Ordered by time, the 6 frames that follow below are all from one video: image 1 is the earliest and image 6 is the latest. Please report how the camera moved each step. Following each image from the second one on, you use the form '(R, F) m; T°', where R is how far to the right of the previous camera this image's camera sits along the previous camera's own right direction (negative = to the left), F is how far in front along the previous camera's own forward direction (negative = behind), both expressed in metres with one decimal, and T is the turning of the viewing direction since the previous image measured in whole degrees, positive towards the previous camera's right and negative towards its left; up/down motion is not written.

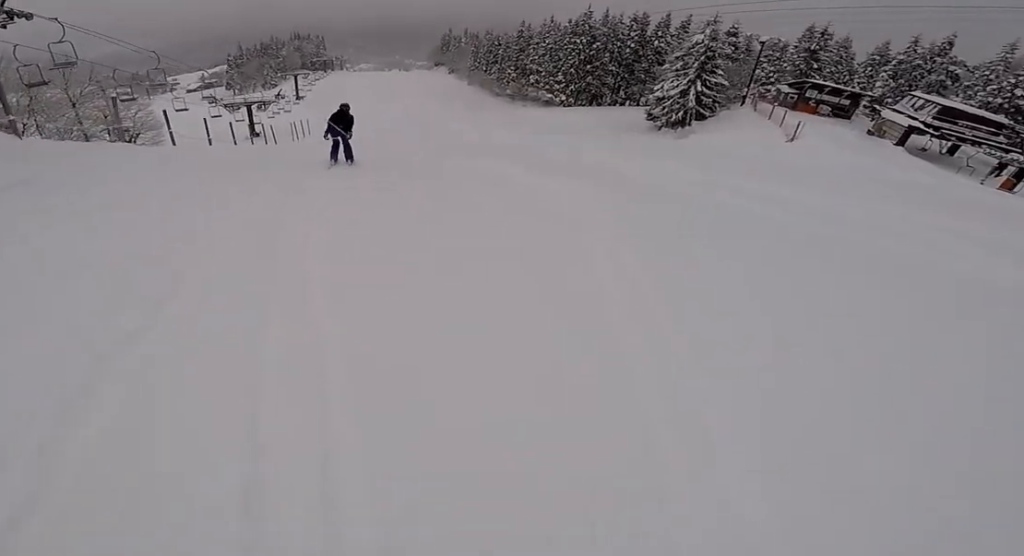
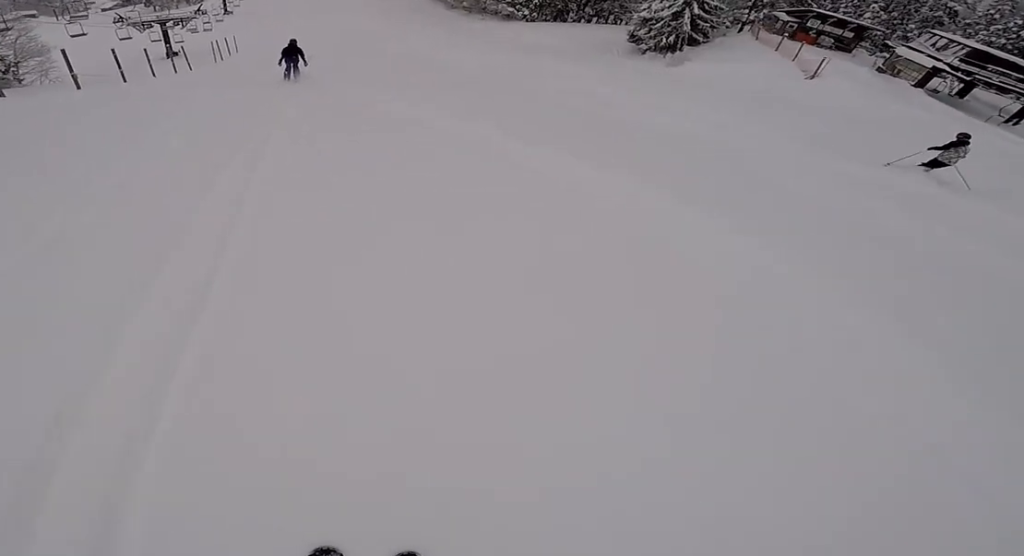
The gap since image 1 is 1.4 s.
(+0.1, +8.8) m; +1°
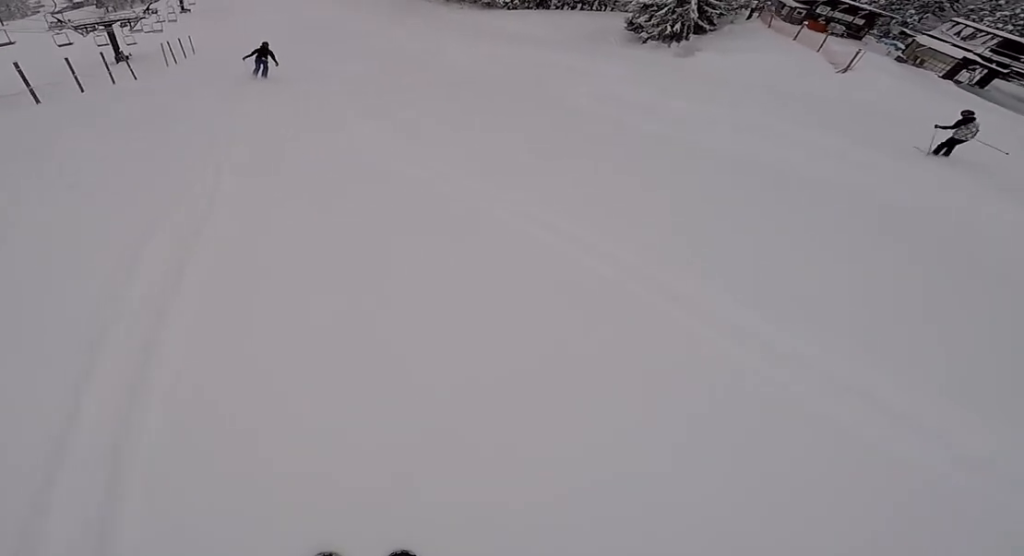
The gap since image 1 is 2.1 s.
(0.0, +5.6) m; -4°
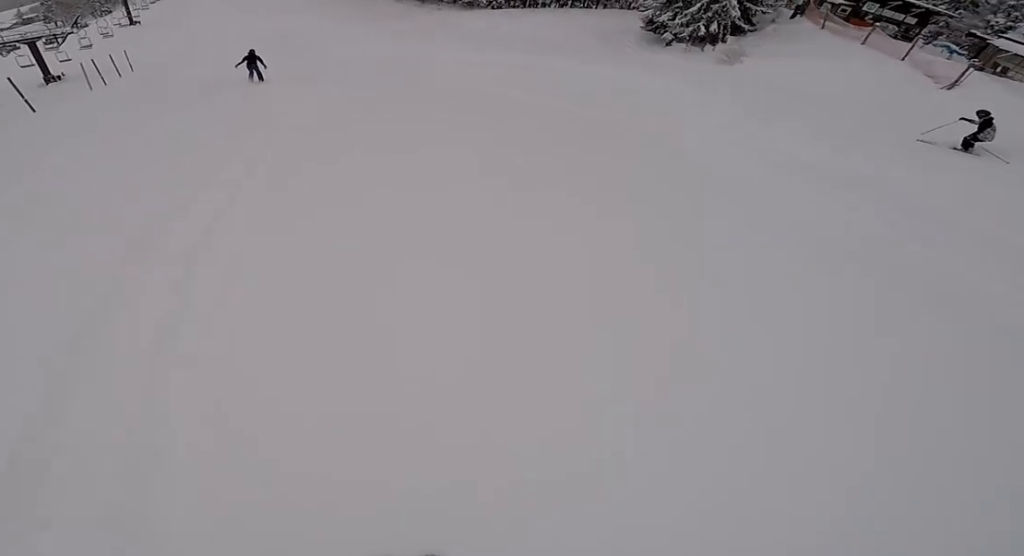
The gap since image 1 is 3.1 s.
(-0.5, +8.6) m; -5°
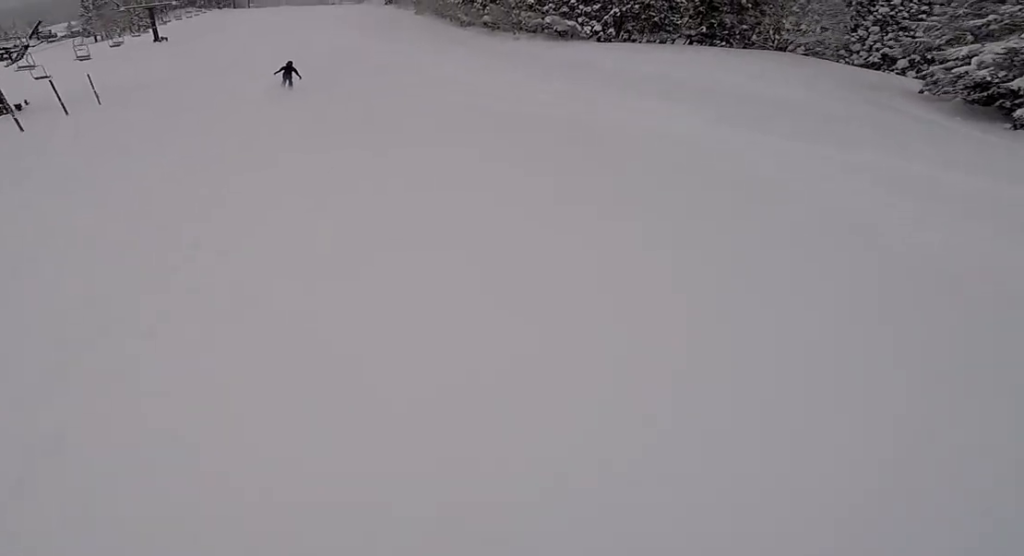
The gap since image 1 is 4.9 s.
(+0.3, +19.1) m; +4°
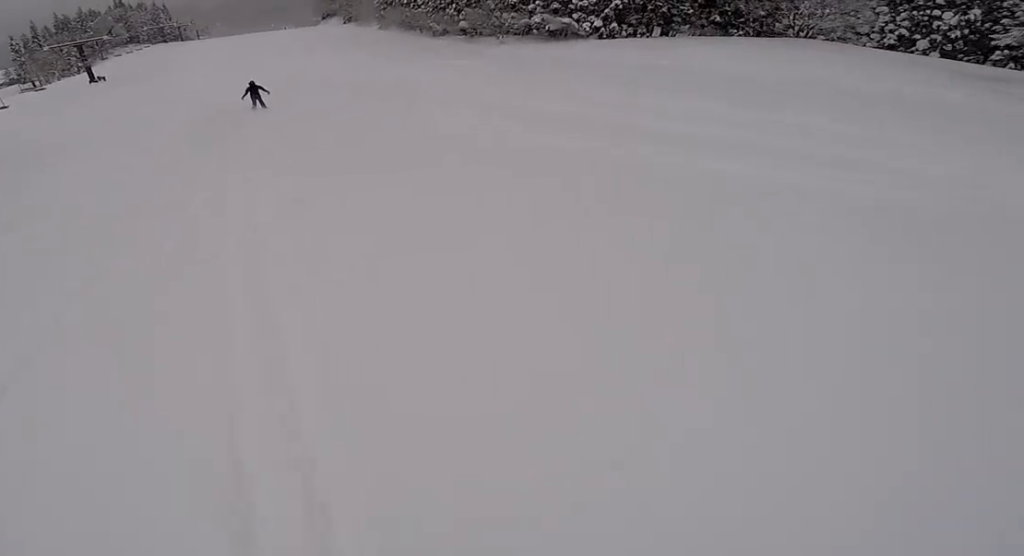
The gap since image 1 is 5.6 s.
(+0.5, +7.9) m; 0°
